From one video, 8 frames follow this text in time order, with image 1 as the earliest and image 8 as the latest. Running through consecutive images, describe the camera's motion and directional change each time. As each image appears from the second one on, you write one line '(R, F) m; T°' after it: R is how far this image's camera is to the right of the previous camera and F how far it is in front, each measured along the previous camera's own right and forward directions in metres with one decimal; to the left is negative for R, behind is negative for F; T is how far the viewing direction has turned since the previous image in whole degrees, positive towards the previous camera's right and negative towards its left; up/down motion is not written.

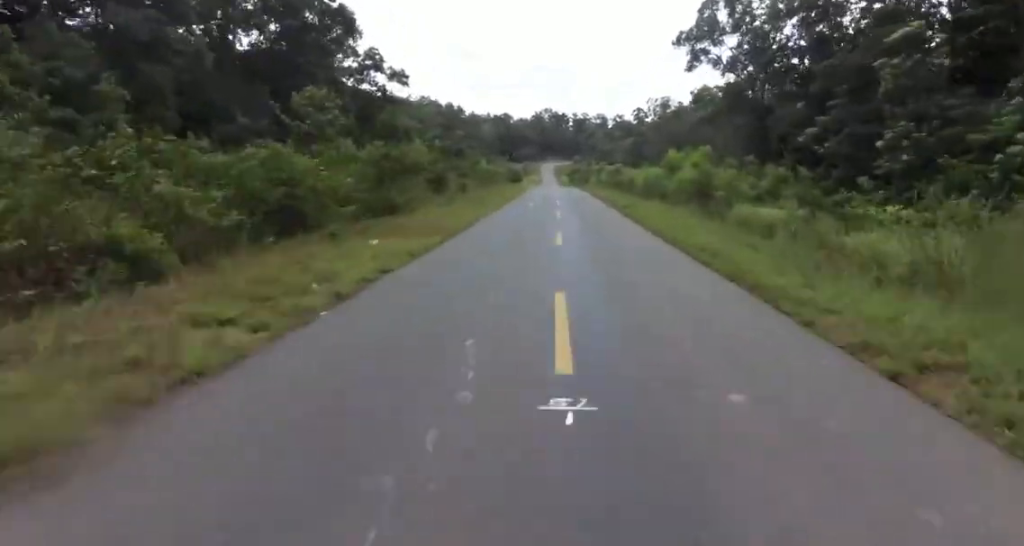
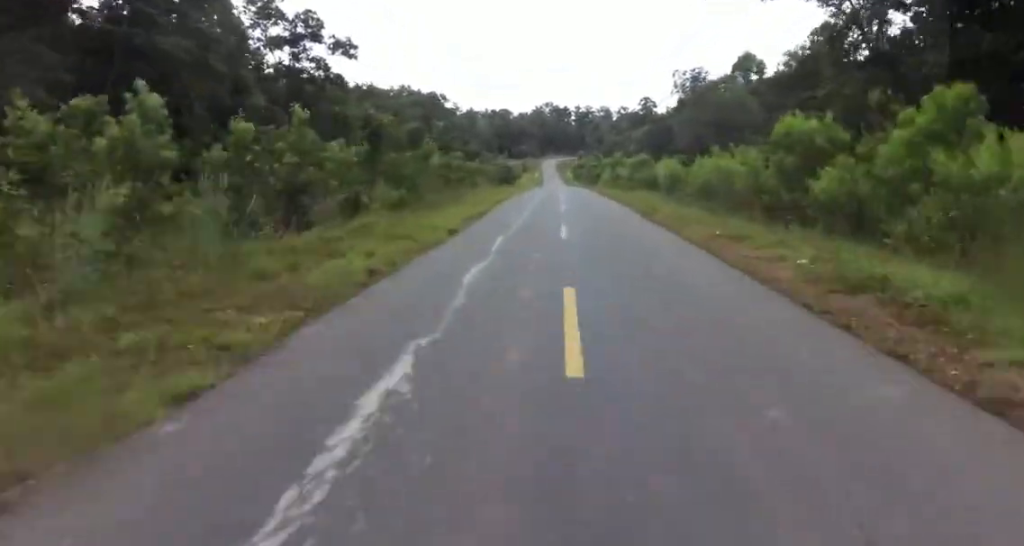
(-0.5, +25.3) m; +1°
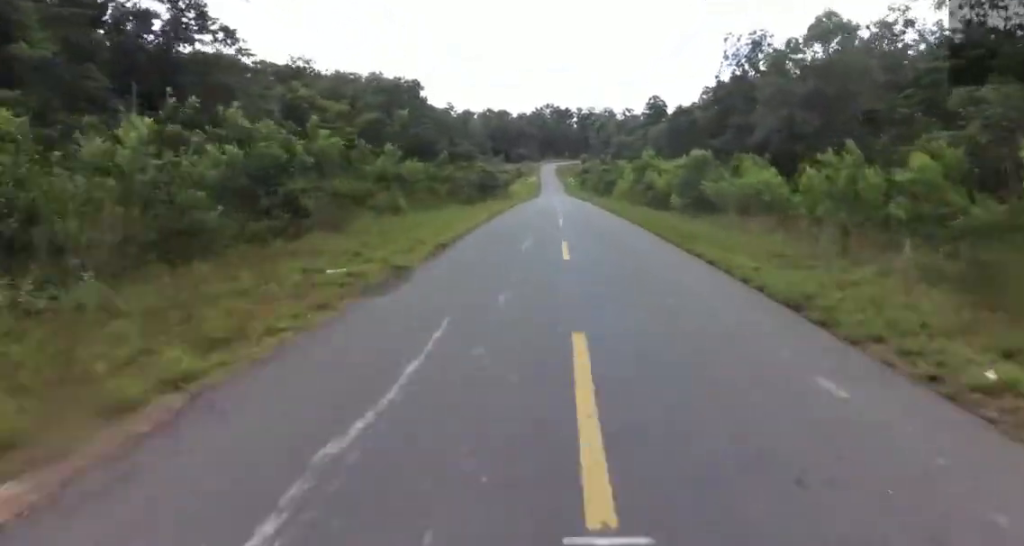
(+1.0, +26.5) m; +1°
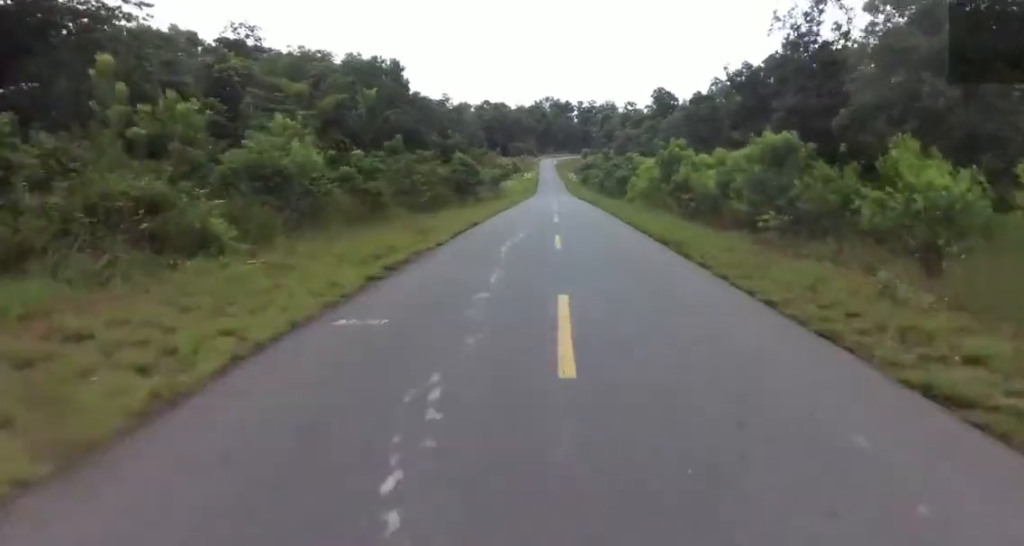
(+0.6, +15.0) m; -1°
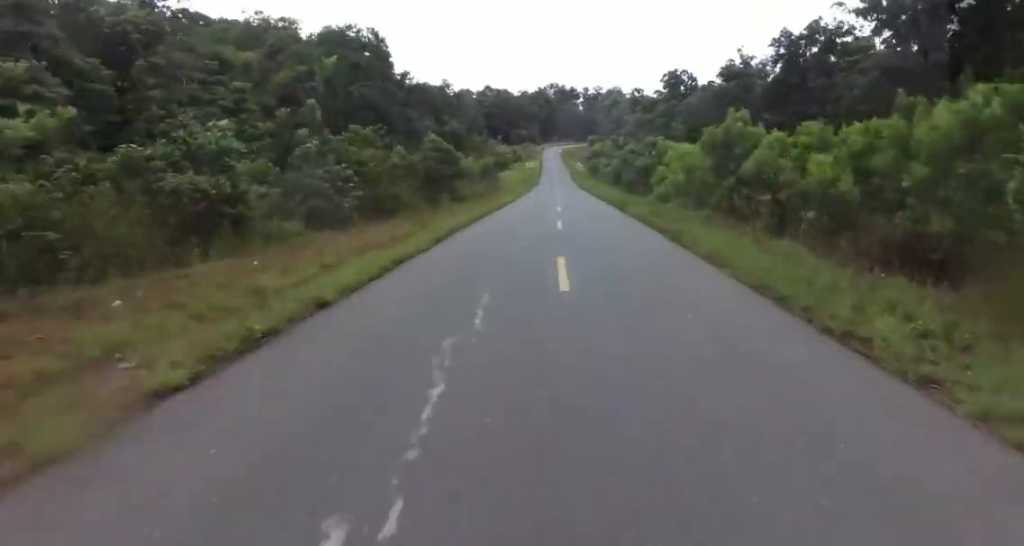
(-1.0, +14.1) m; -2°
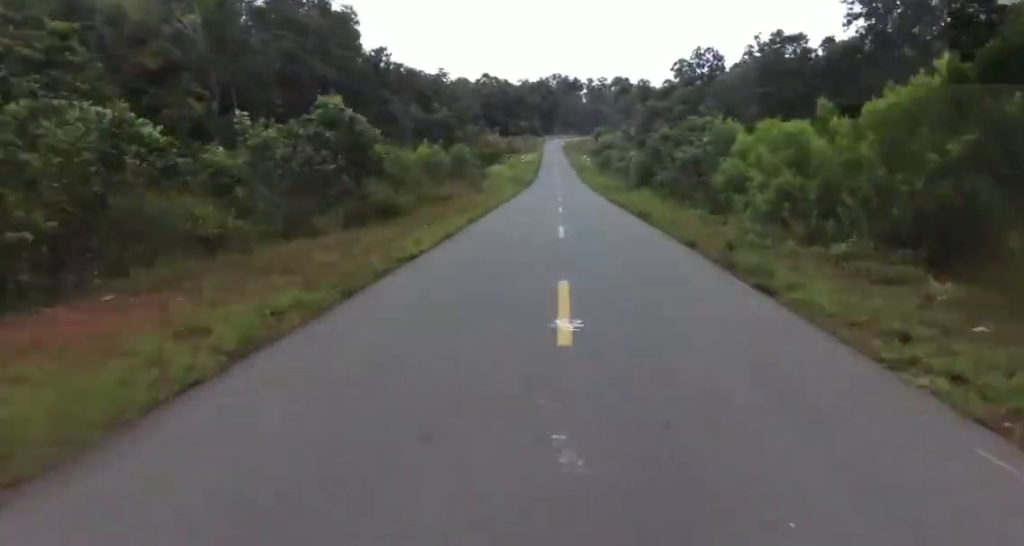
(-0.4, +18.4) m; 0°
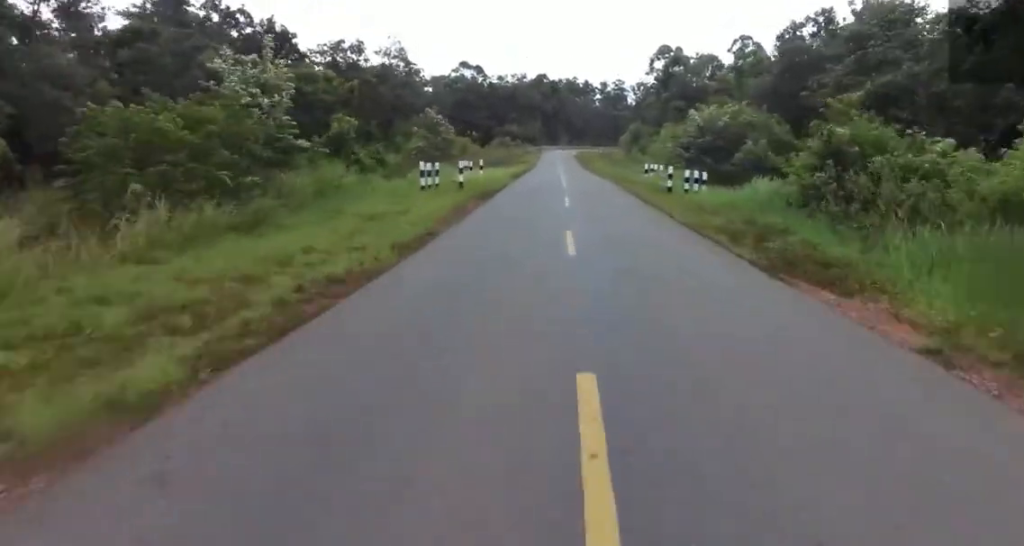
(+3.8, +76.8) m; 0°
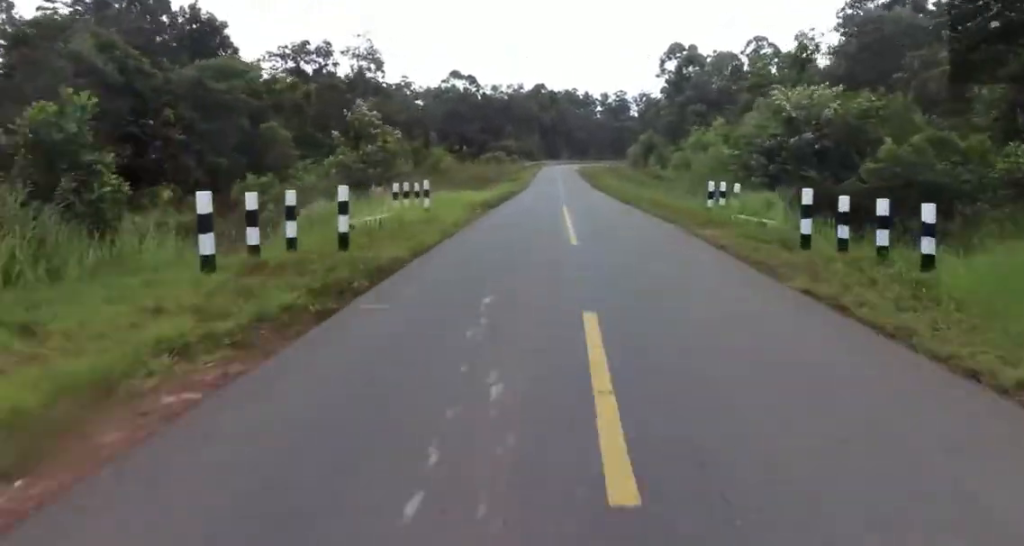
(-0.6, +13.7) m; -1°
